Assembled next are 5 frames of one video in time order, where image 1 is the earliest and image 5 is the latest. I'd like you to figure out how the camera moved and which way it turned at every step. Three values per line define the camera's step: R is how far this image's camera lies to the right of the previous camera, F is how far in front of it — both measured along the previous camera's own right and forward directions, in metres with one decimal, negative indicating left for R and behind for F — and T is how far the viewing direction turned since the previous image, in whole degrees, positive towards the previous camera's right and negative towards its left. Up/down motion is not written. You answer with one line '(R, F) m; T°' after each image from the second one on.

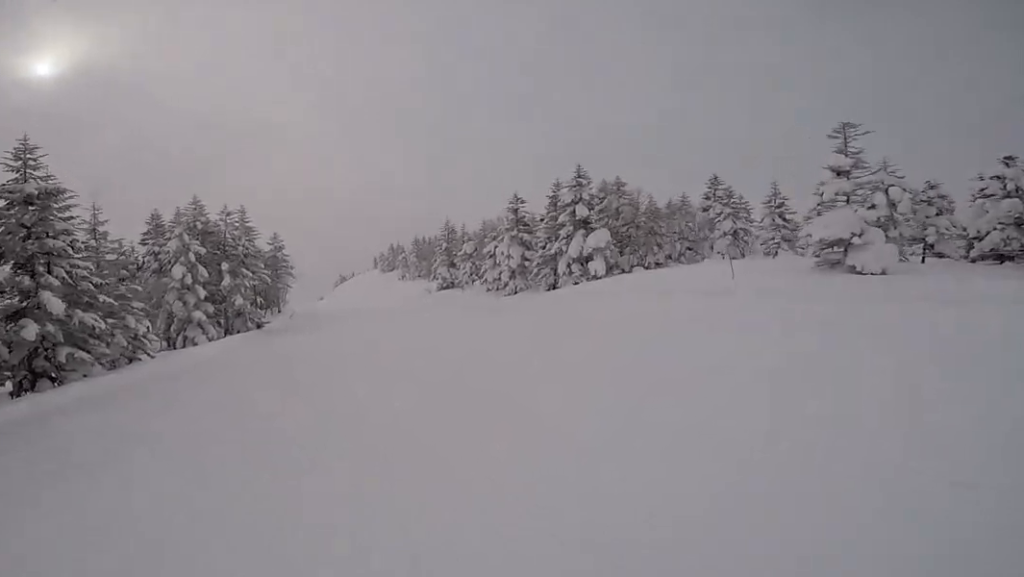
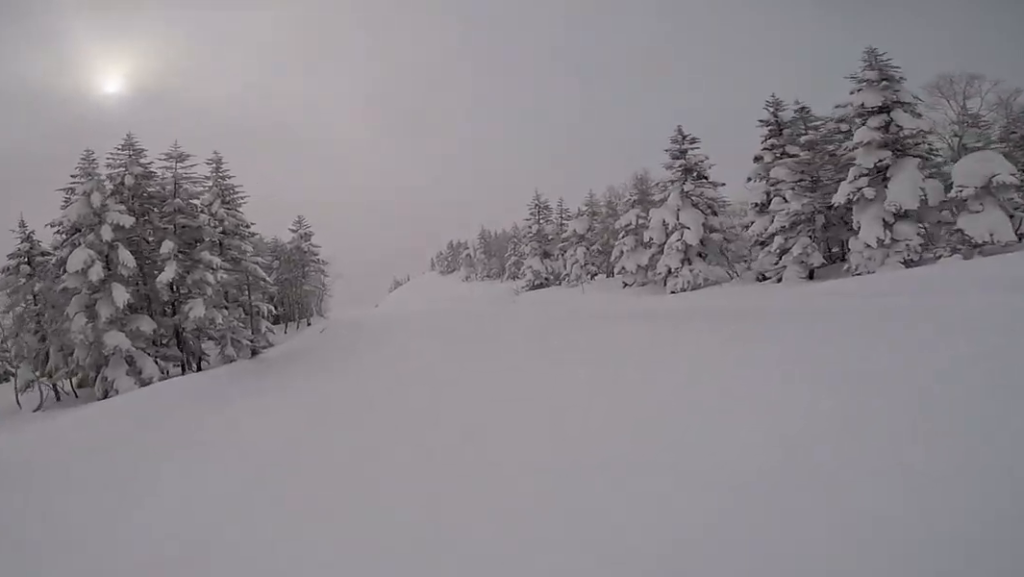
(0.0, +14.4) m; 0°
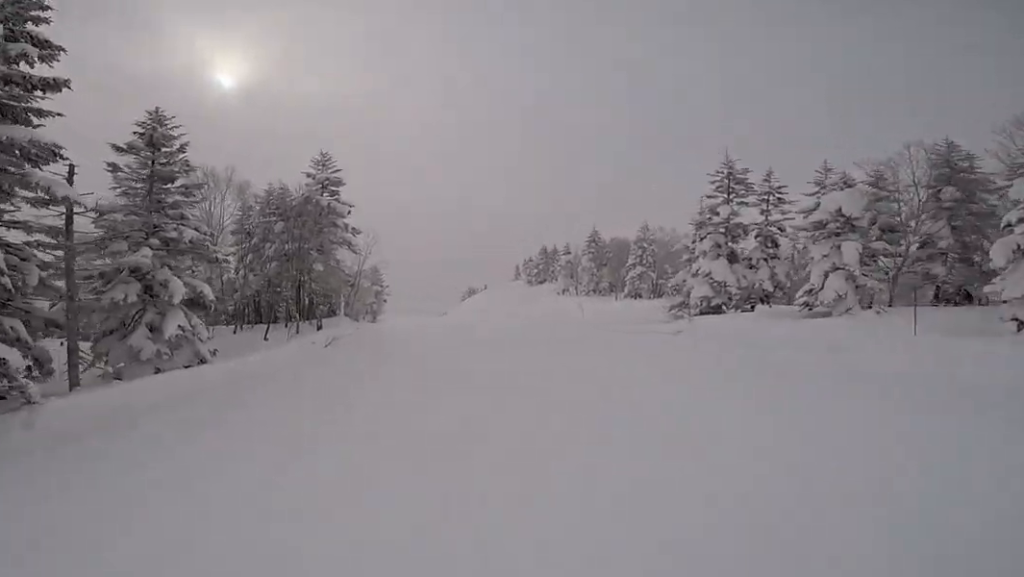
(0.0, +14.6) m; 0°
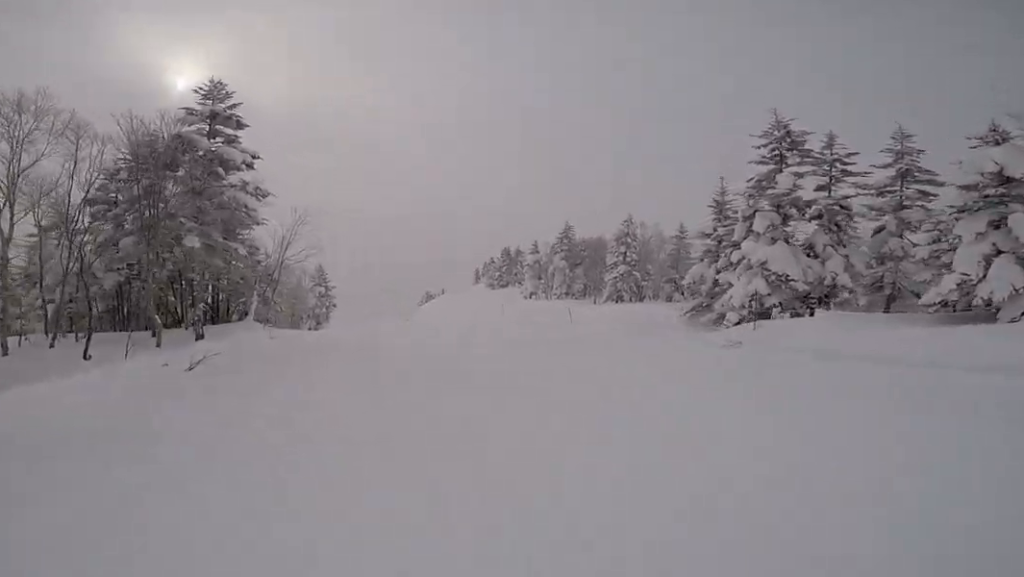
(0.0, +7.2) m; 0°
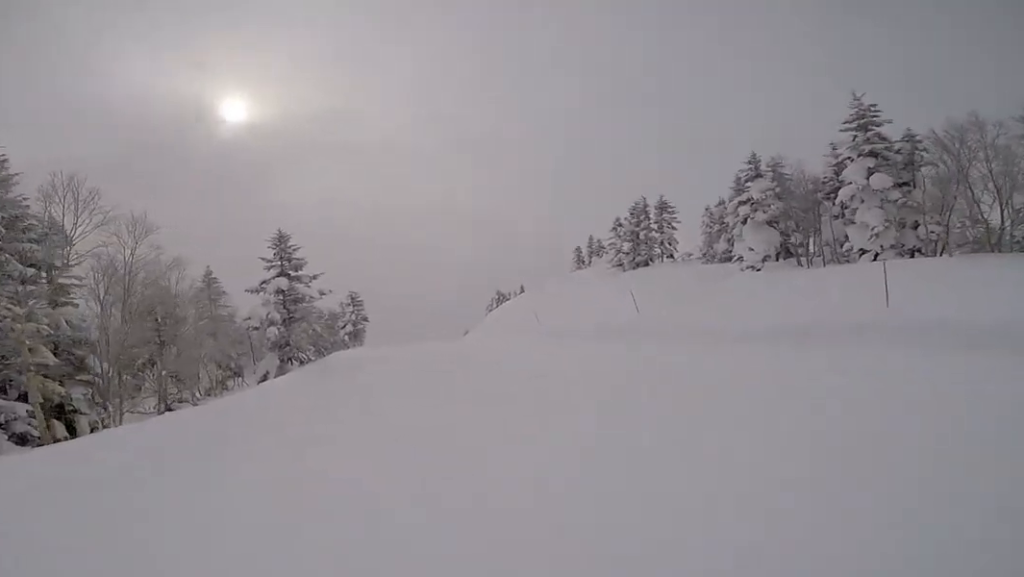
(-2.6, +28.6) m; -9°
